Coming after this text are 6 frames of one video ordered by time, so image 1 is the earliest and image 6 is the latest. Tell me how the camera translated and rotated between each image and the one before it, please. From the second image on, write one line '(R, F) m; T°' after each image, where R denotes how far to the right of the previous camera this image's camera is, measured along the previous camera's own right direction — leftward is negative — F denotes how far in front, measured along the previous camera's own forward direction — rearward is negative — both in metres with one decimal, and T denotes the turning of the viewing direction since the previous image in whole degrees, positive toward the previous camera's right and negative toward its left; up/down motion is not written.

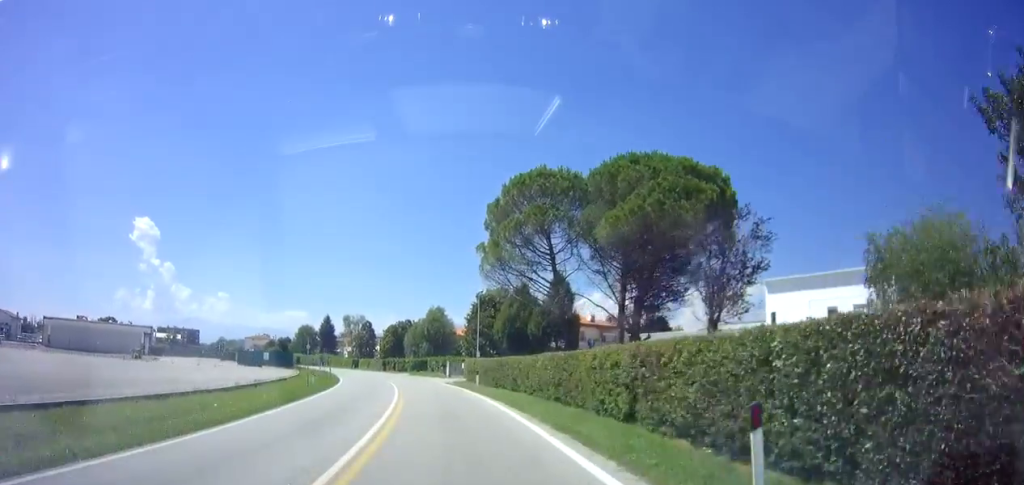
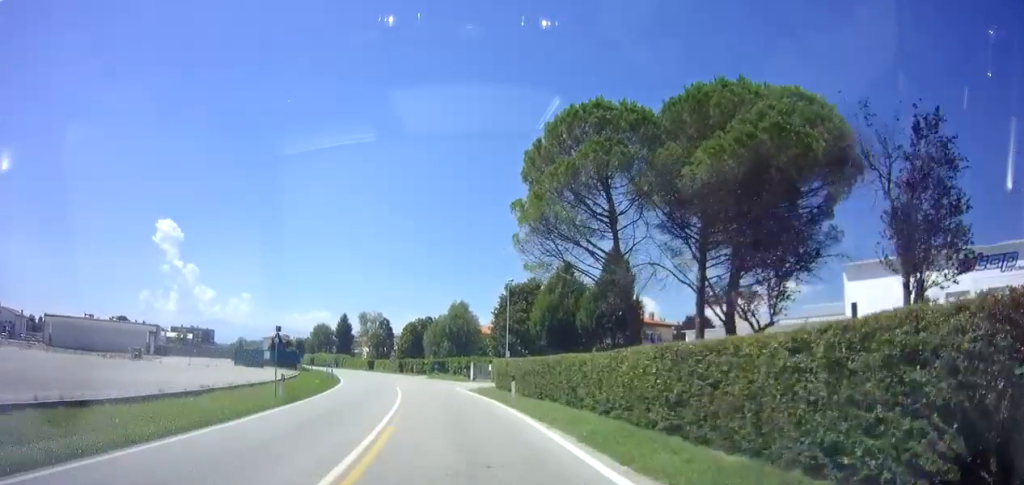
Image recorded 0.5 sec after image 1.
(-0.2, +8.3) m; -2°
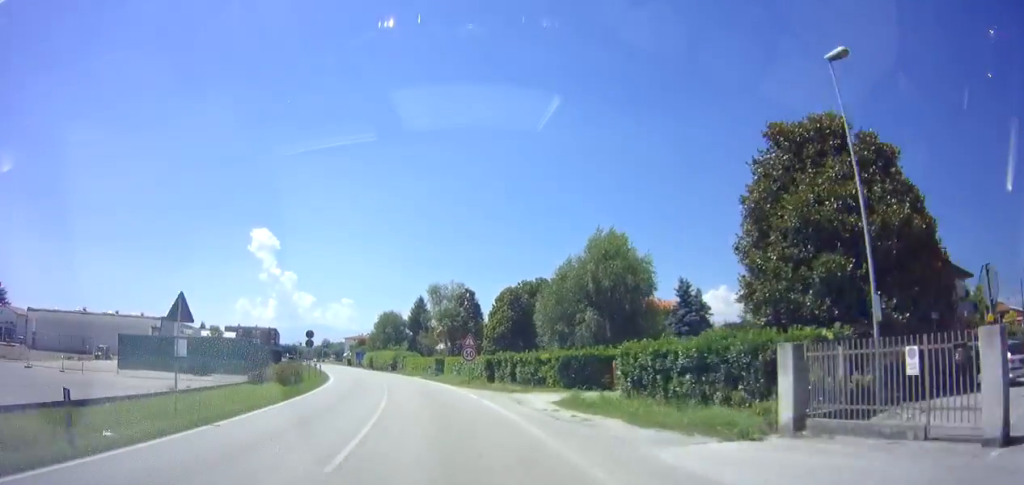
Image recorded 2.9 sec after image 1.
(-3.1, +37.4) m; -11°
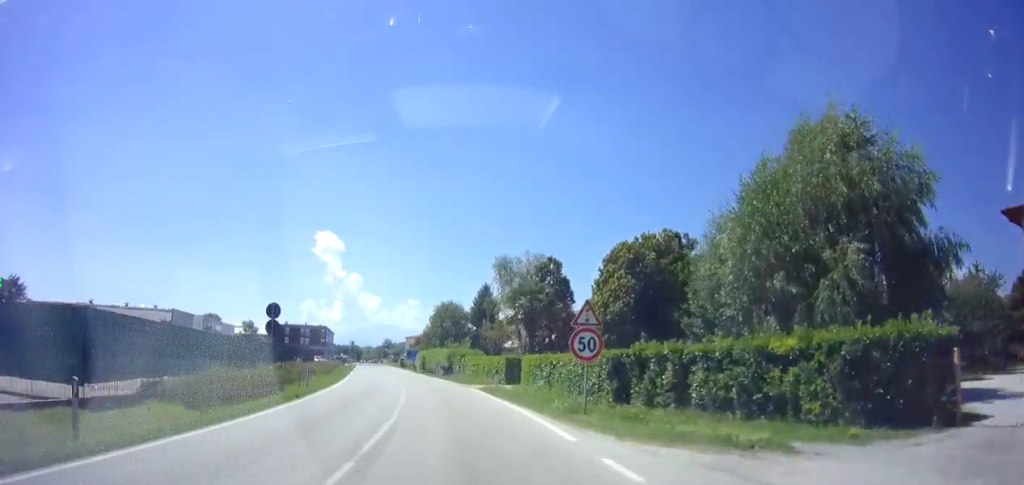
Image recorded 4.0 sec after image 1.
(-1.0, +17.2) m; -7°
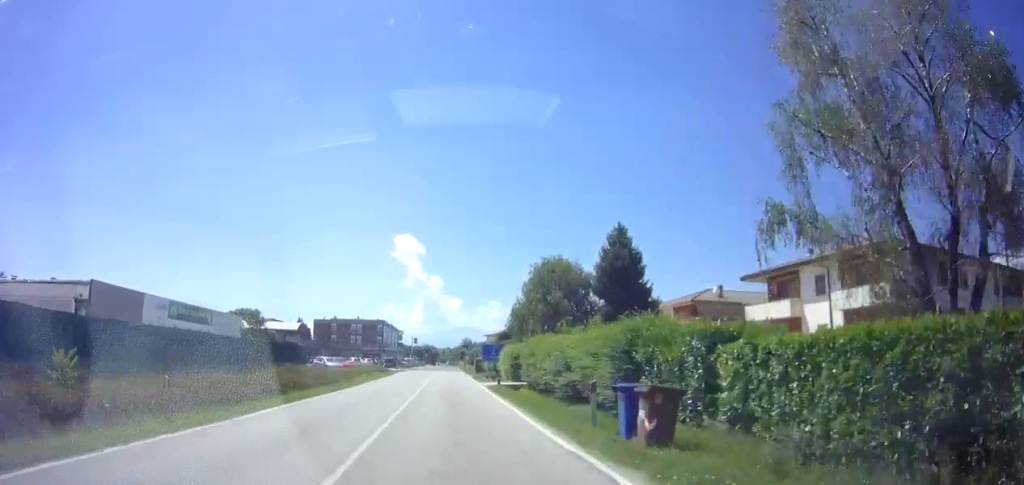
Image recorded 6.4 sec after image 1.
(-3.8, +36.4) m; -10°
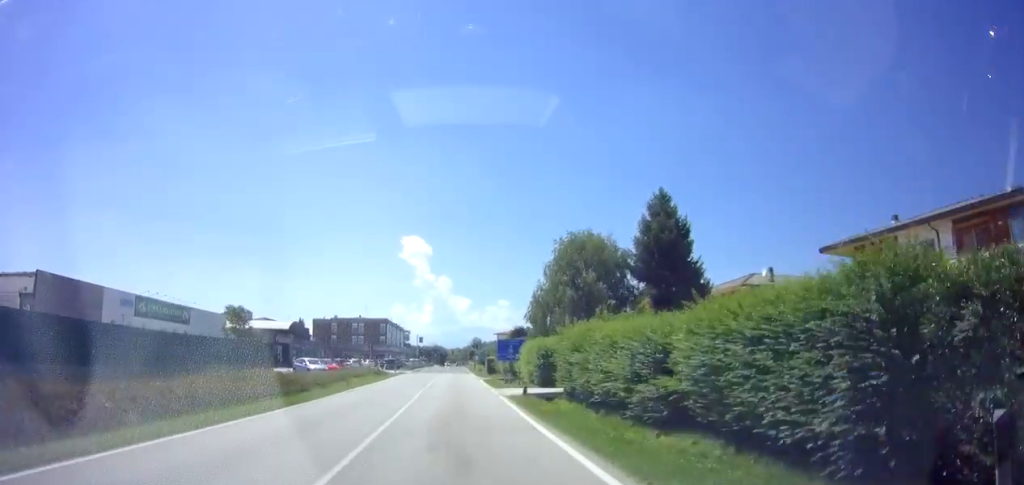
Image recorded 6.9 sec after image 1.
(-0.2, +8.9) m; -1°
